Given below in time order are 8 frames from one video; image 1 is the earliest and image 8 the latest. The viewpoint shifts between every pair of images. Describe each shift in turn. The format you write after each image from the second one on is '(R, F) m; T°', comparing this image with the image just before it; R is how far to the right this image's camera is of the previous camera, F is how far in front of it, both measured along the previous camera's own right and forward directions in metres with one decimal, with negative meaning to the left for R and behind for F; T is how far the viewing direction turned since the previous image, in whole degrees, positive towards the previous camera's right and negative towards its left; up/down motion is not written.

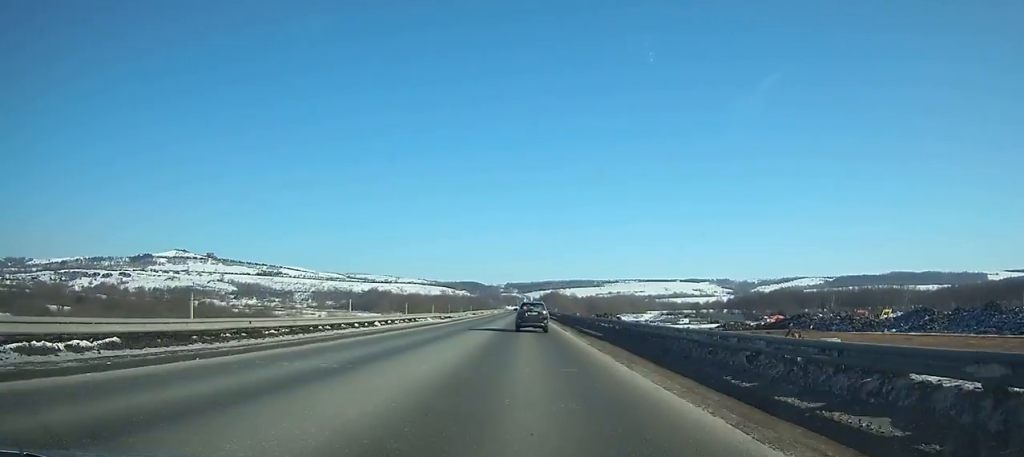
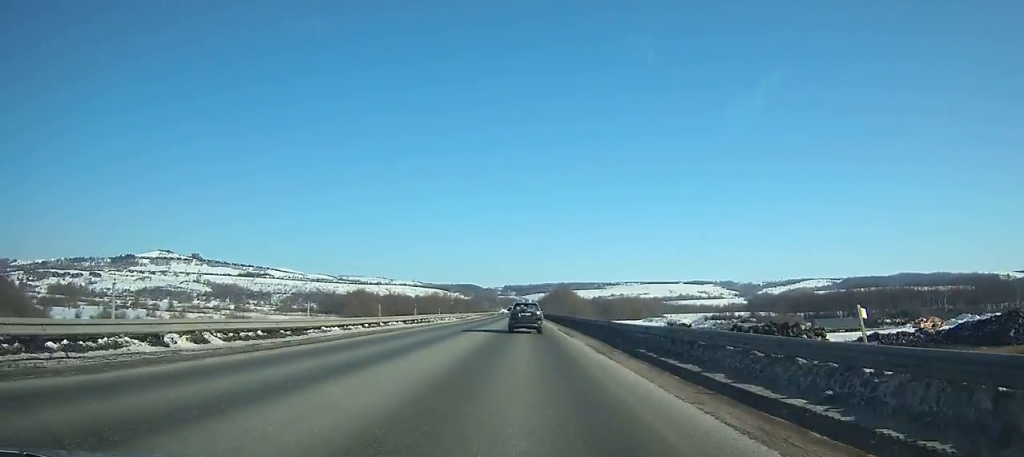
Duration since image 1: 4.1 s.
(-0.2, +97.3) m; 0°
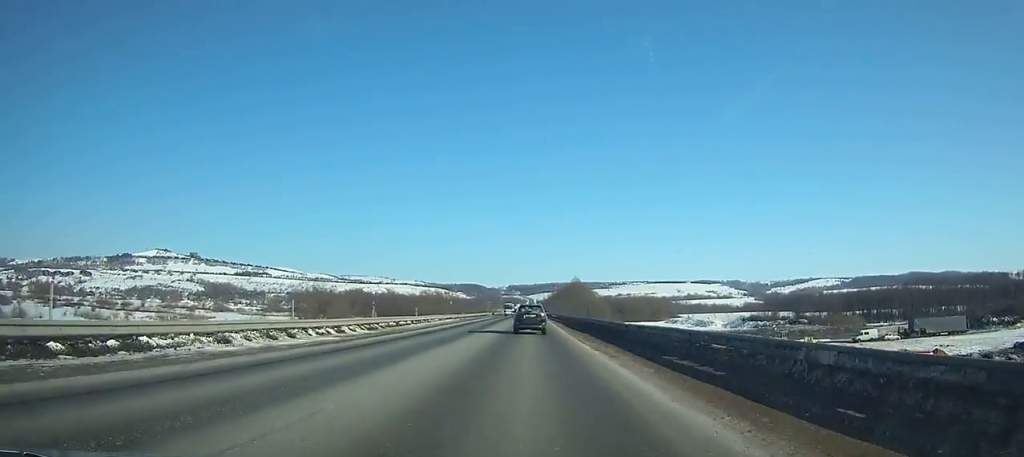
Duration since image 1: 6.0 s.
(+0.1, +44.5) m; 0°
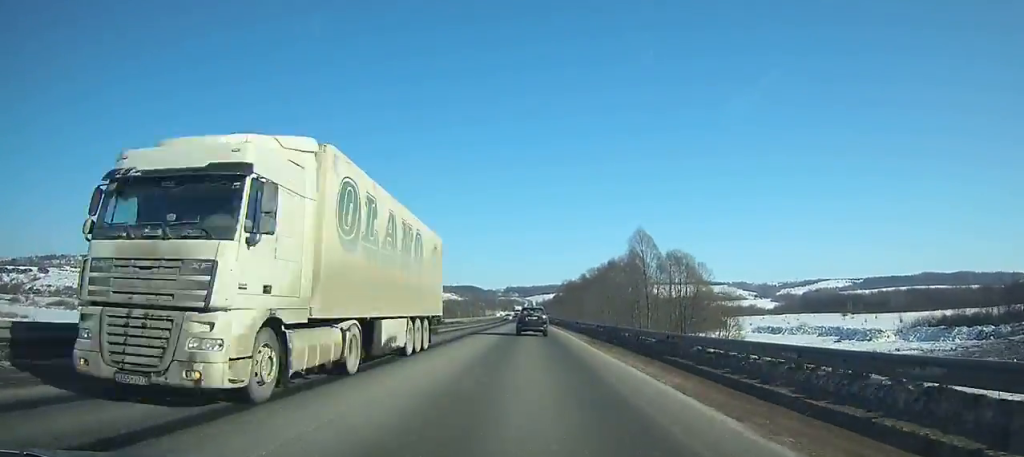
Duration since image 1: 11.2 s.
(-0.2, +121.5) m; 0°
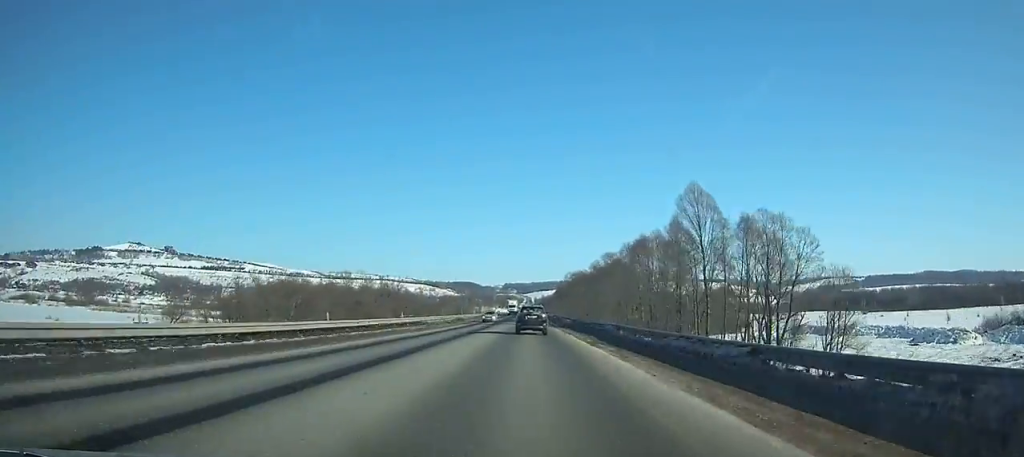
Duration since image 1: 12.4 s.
(0.0, +28.1) m; 0°
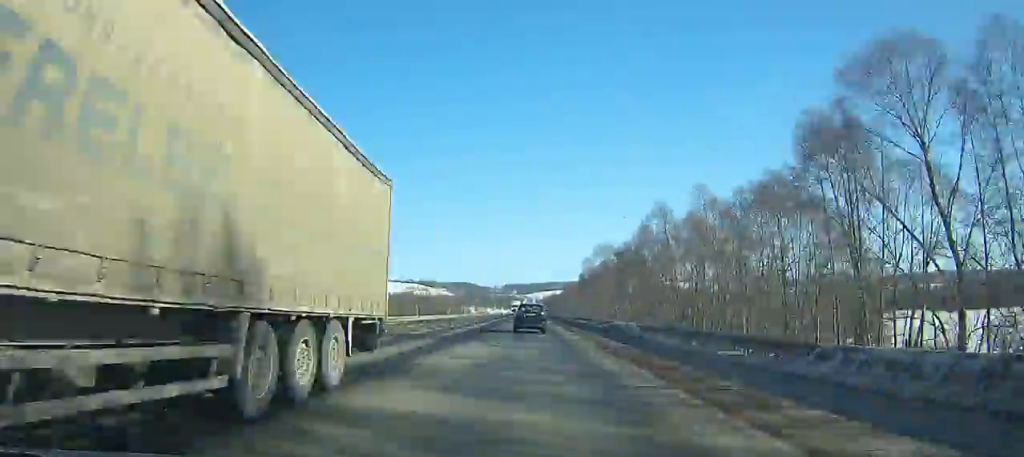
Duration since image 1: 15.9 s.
(+0.2, +82.1) m; +1°
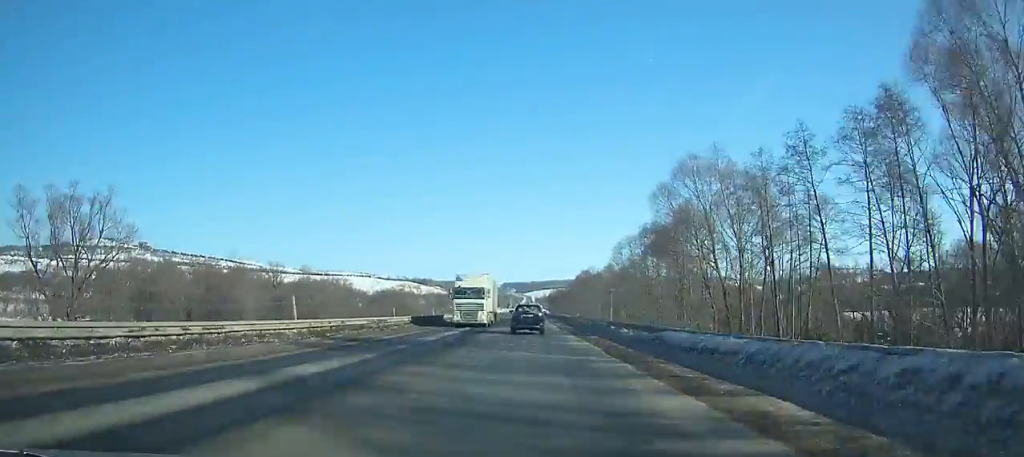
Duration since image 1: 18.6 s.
(+0.4, +63.1) m; 0°
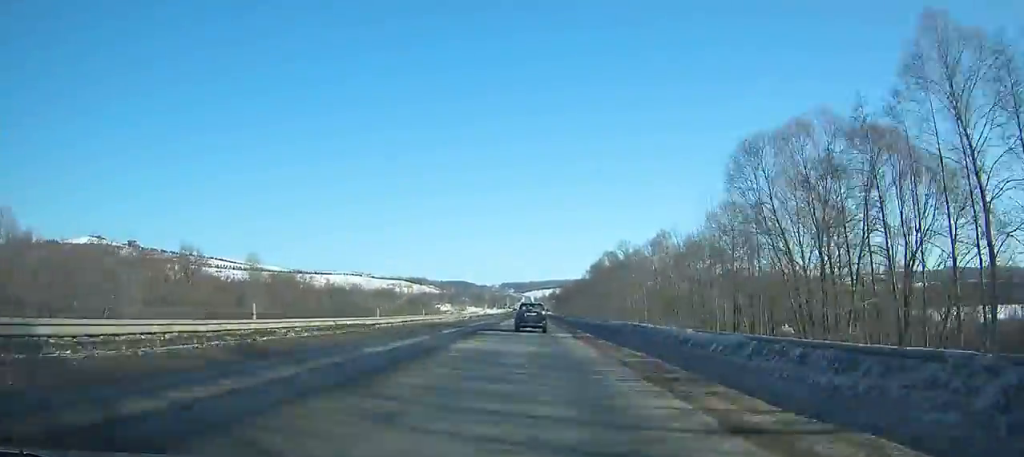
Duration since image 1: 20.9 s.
(-0.1, +53.0) m; 0°
